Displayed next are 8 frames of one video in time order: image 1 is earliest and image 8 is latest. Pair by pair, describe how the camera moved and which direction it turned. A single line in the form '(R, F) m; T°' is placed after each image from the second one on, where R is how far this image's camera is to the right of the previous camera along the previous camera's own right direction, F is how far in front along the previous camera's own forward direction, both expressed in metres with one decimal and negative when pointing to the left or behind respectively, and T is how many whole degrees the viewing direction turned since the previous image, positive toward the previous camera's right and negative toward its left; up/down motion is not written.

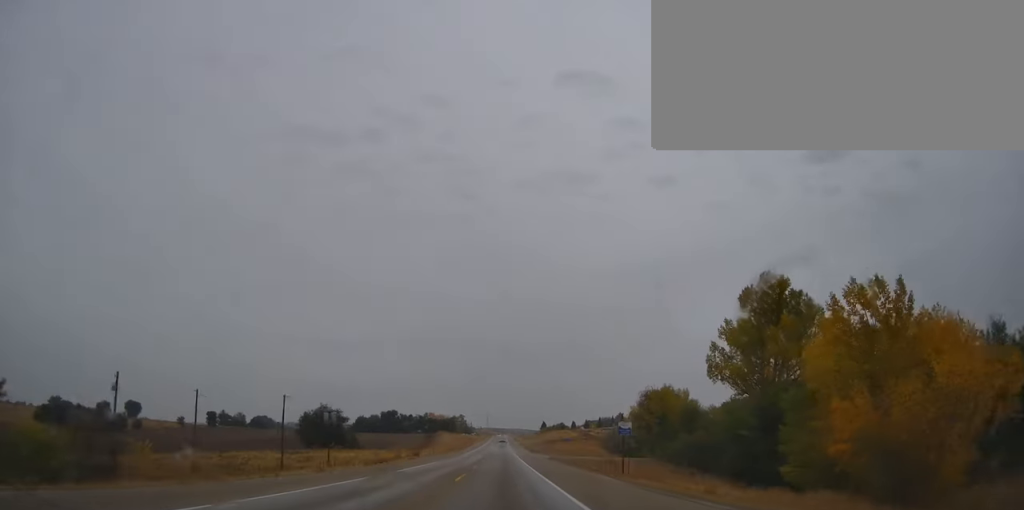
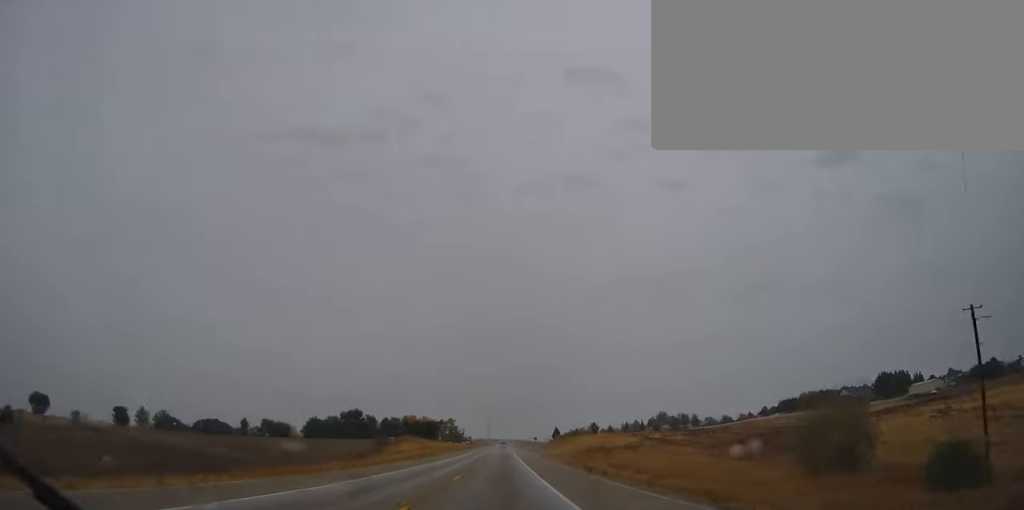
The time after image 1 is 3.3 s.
(+0.3, +105.3) m; 0°
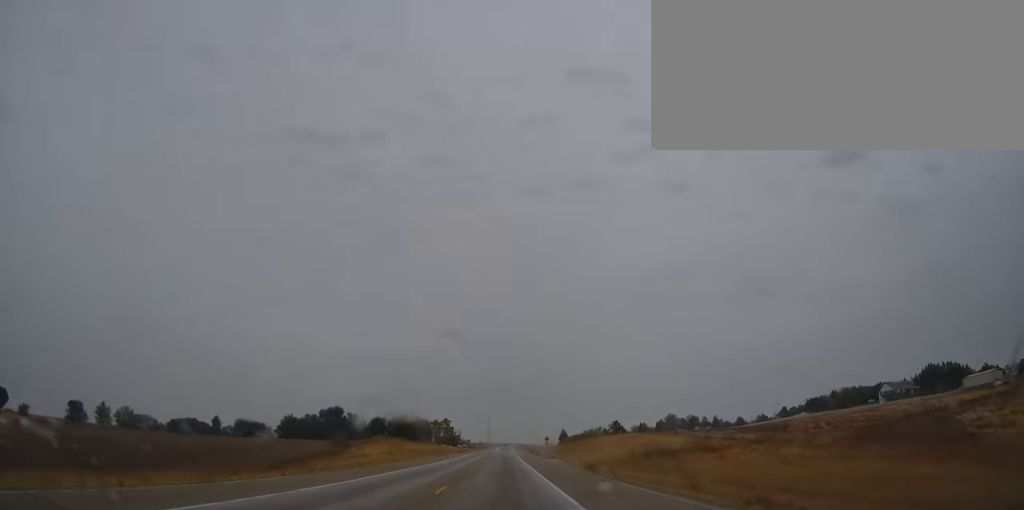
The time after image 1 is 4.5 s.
(-0.8, +38.0) m; 0°
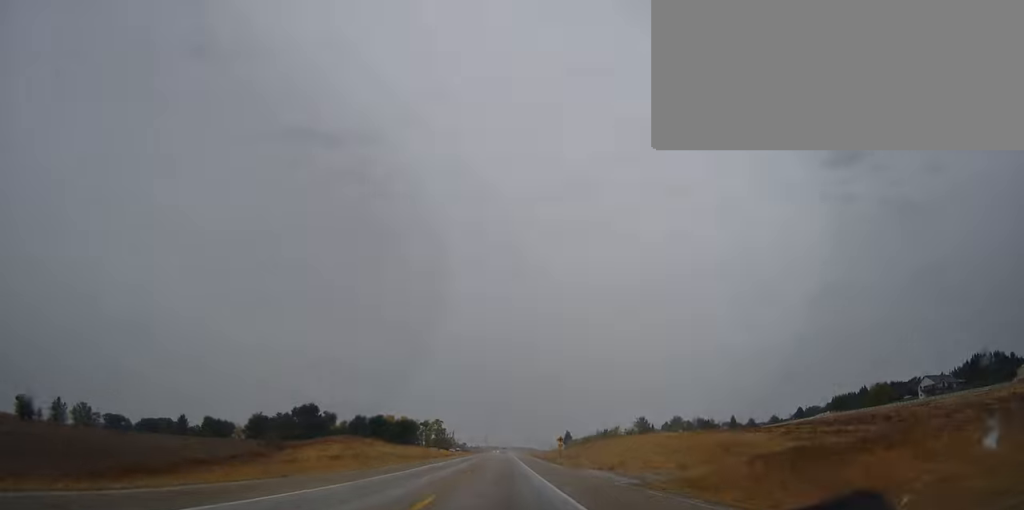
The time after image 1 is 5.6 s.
(+0.5, +33.8) m; 0°
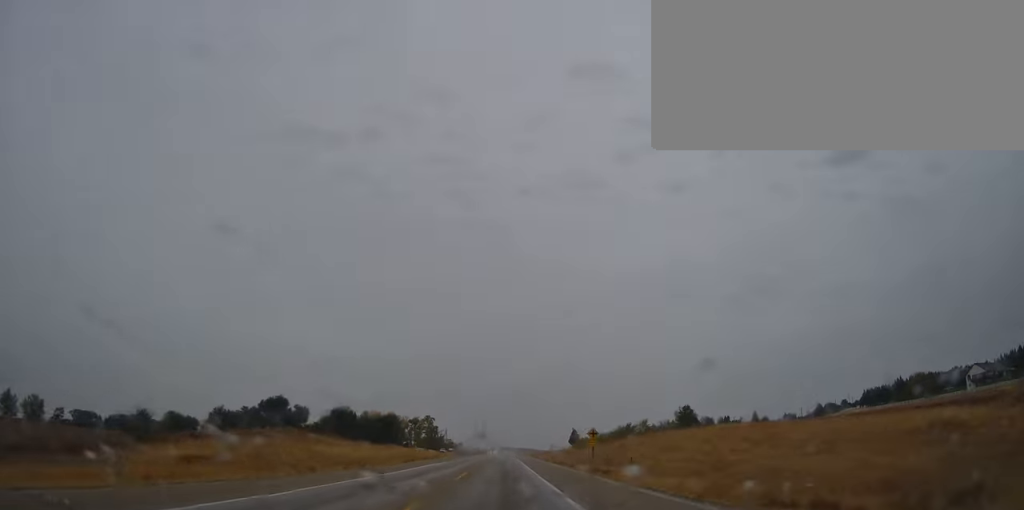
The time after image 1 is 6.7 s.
(+0.6, +33.7) m; 0°
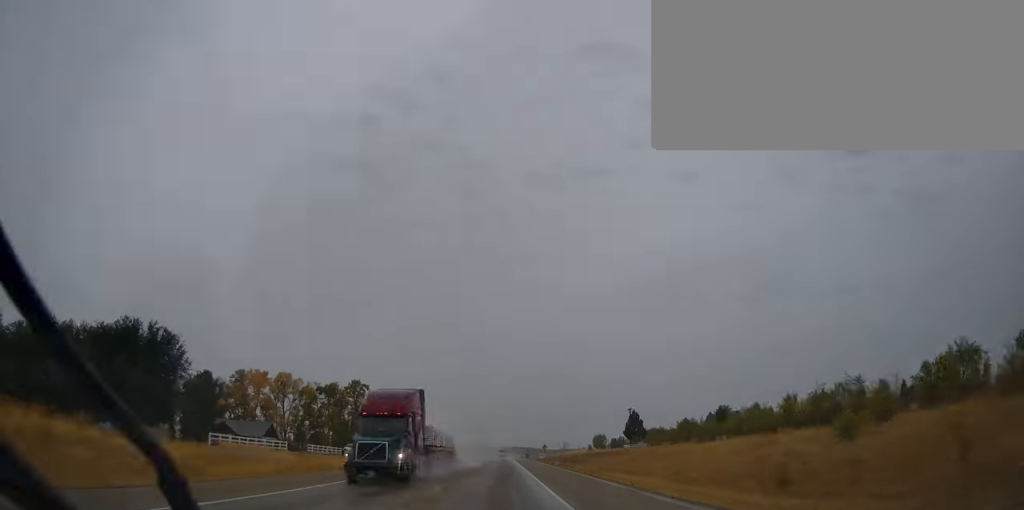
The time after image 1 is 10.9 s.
(-1.6, +131.9) m; -1°
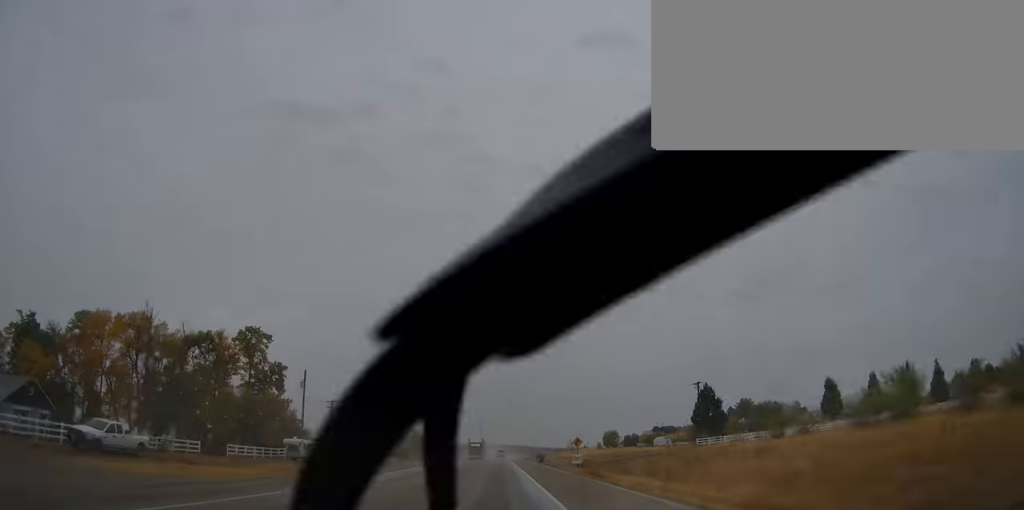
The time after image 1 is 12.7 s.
(+0.1, +58.3) m; 0°
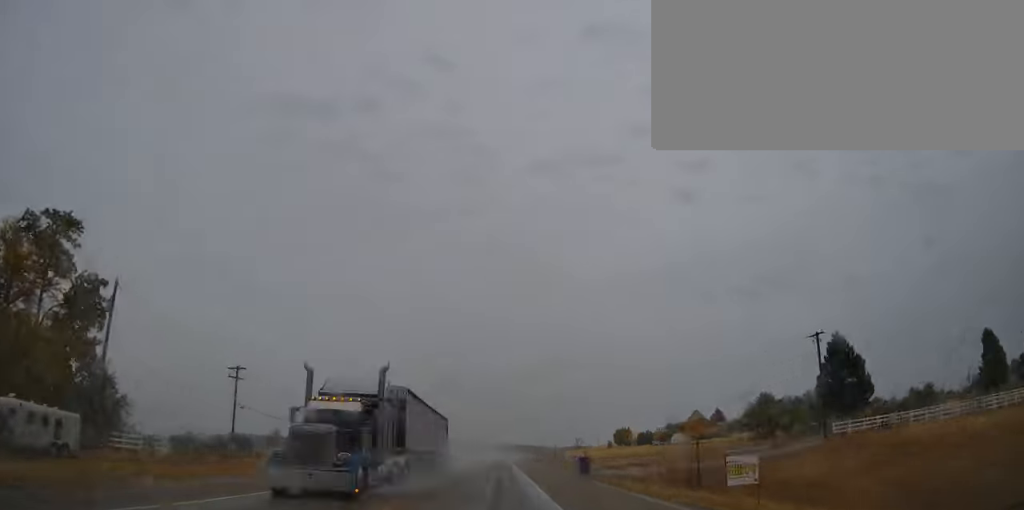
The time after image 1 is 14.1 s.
(+0.1, +41.6) m; 0°
